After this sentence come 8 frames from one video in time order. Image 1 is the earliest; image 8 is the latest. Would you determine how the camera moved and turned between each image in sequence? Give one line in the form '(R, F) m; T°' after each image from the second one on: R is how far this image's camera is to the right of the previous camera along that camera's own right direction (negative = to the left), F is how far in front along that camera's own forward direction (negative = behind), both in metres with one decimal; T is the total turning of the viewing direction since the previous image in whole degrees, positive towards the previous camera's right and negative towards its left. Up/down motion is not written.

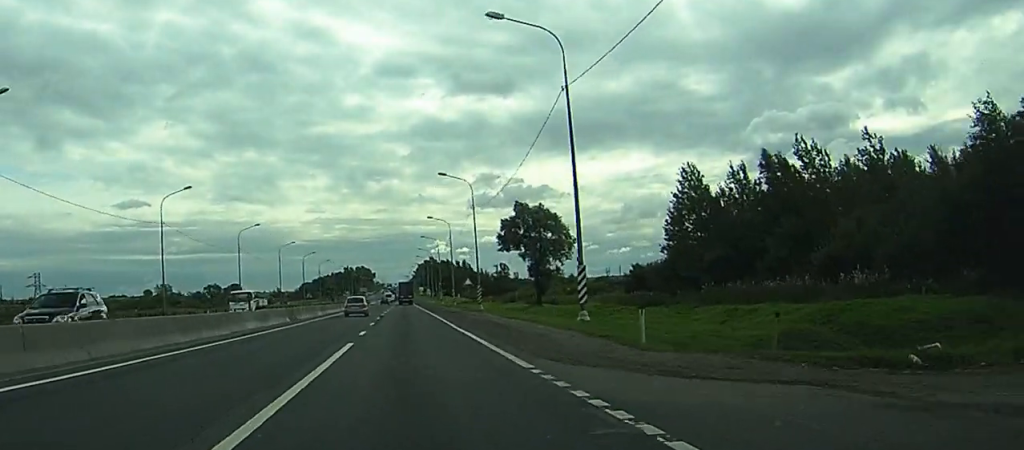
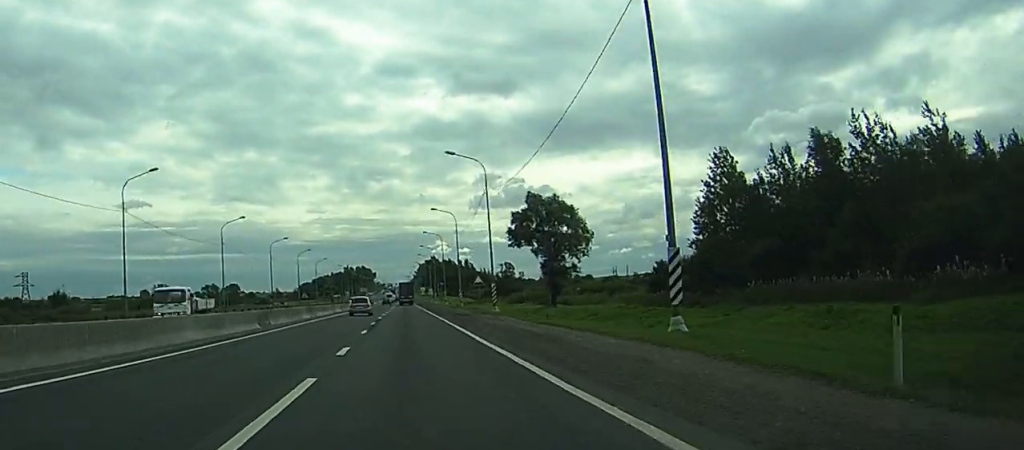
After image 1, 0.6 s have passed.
(+0.1, +10.8) m; 0°
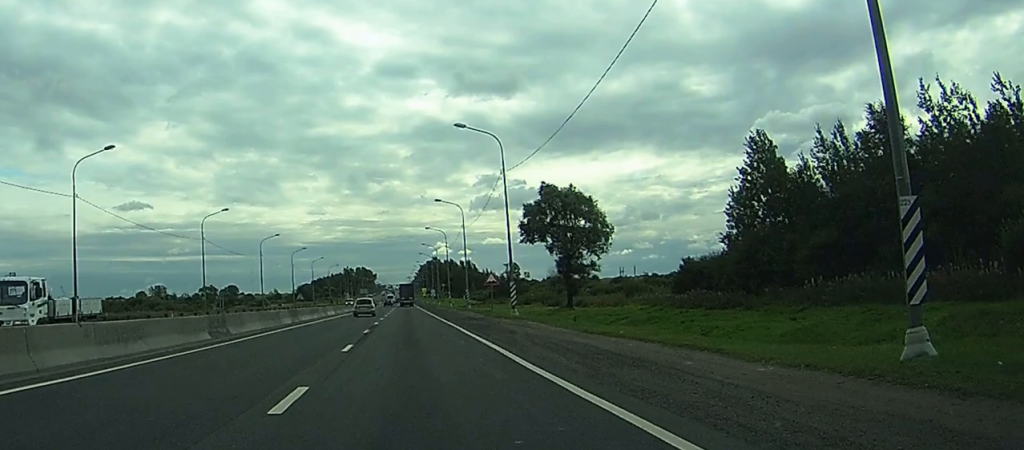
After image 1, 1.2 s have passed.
(0.0, +10.2) m; 0°
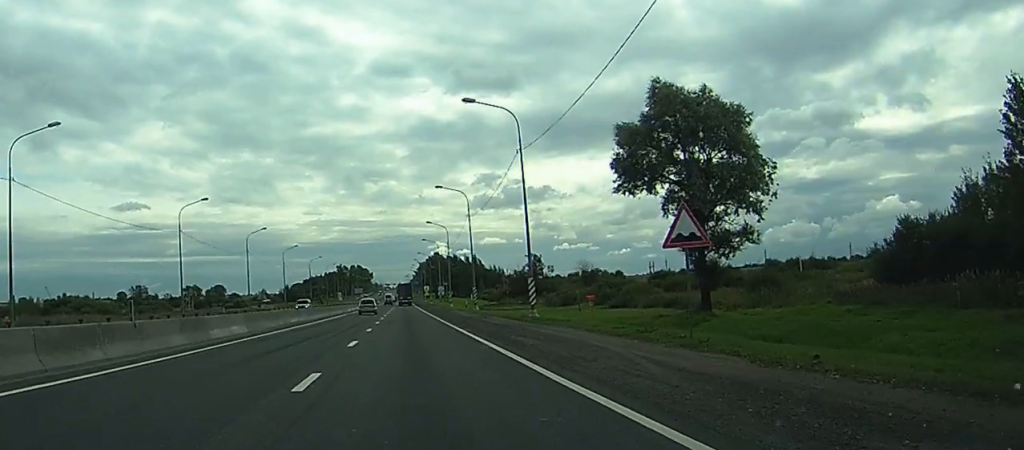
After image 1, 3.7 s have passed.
(-0.1, +44.7) m; 0°
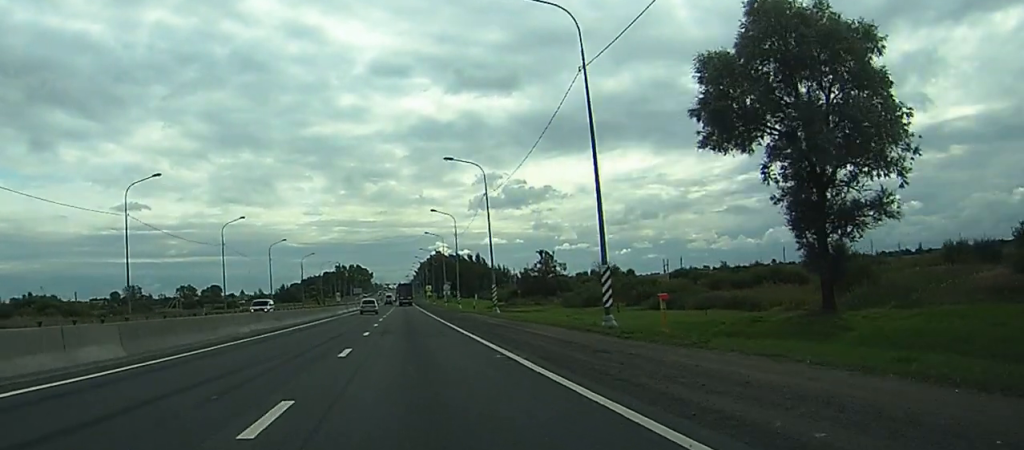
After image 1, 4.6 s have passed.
(0.0, +16.1) m; 0°
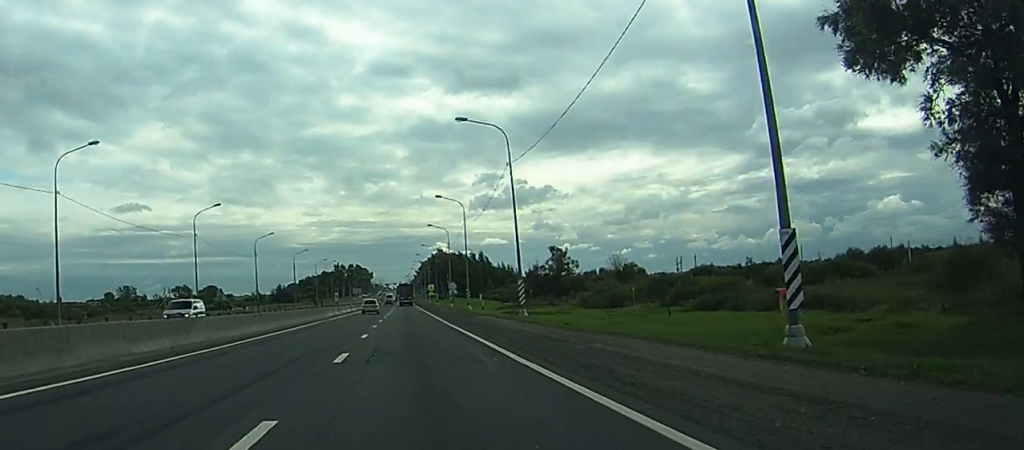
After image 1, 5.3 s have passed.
(+0.1, +13.7) m; +1°
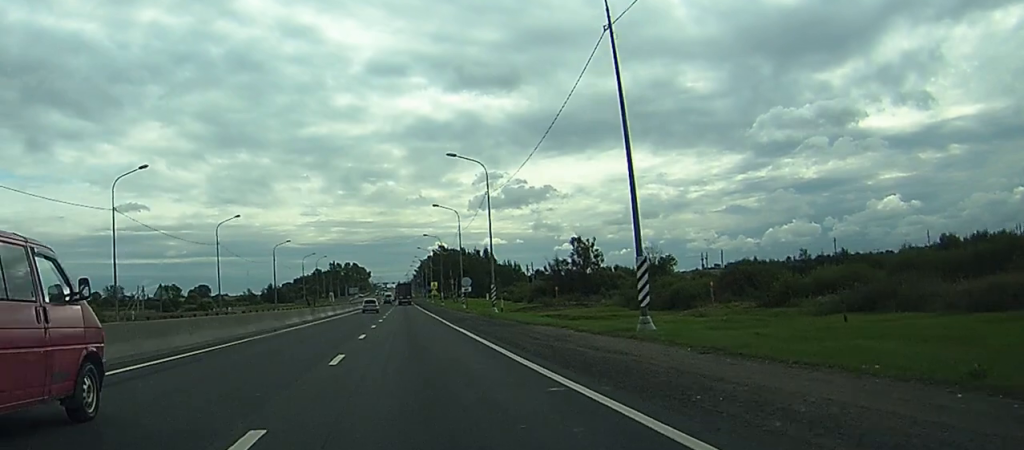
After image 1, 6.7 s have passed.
(+0.3, +24.5) m; 0°
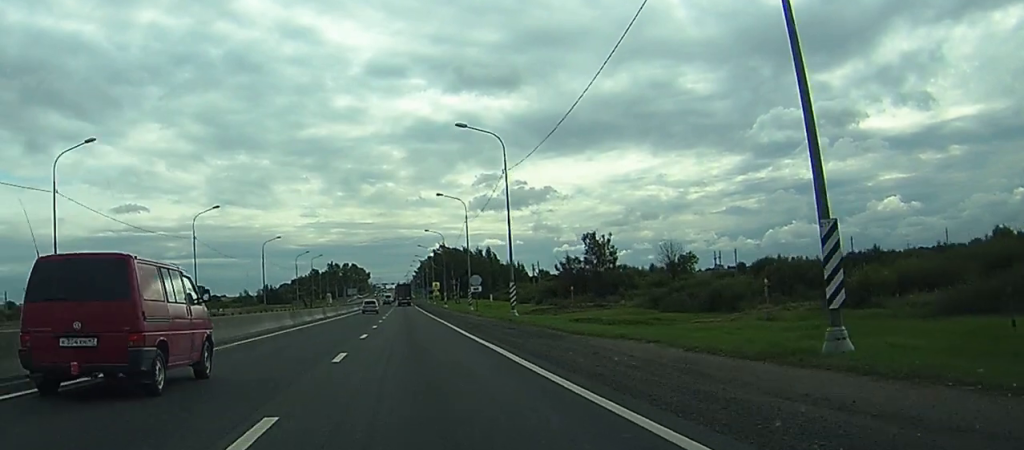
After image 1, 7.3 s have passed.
(-0.2, +10.8) m; -1°
